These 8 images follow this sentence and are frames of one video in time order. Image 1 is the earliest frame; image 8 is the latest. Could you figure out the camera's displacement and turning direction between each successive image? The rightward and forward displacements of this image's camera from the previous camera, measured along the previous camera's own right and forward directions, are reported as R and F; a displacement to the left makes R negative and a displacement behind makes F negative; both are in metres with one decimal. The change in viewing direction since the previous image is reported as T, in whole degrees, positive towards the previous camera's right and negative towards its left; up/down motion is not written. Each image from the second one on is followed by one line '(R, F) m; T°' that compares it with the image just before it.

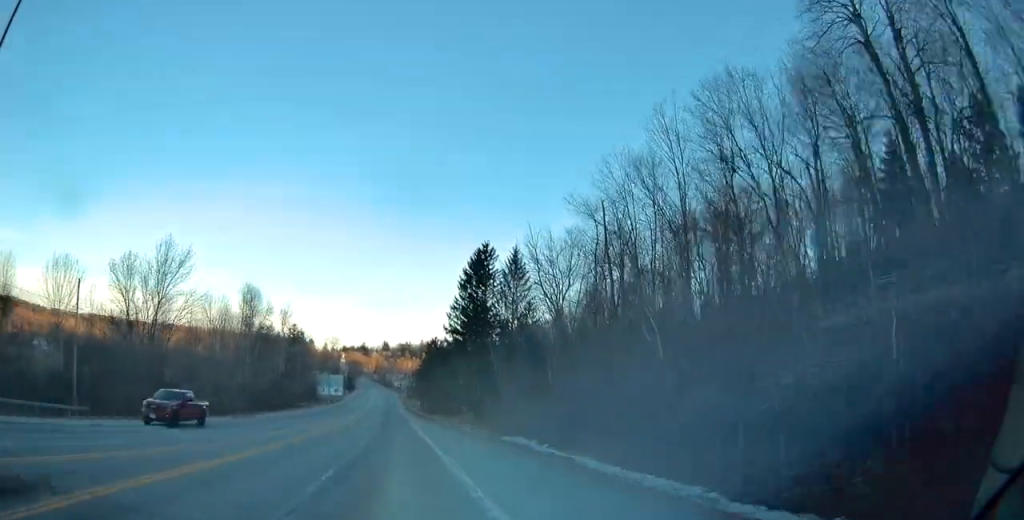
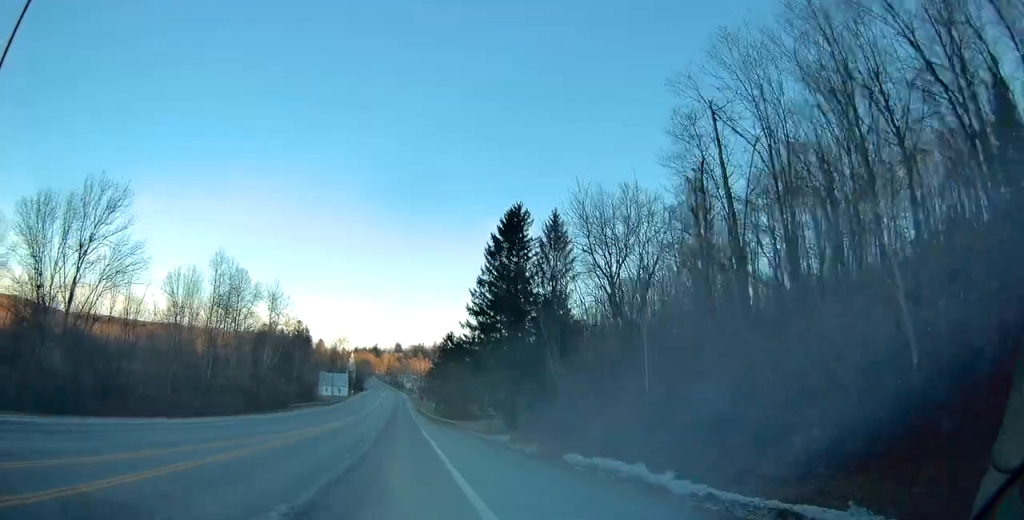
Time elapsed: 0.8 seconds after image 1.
(-0.2, +18.6) m; -2°
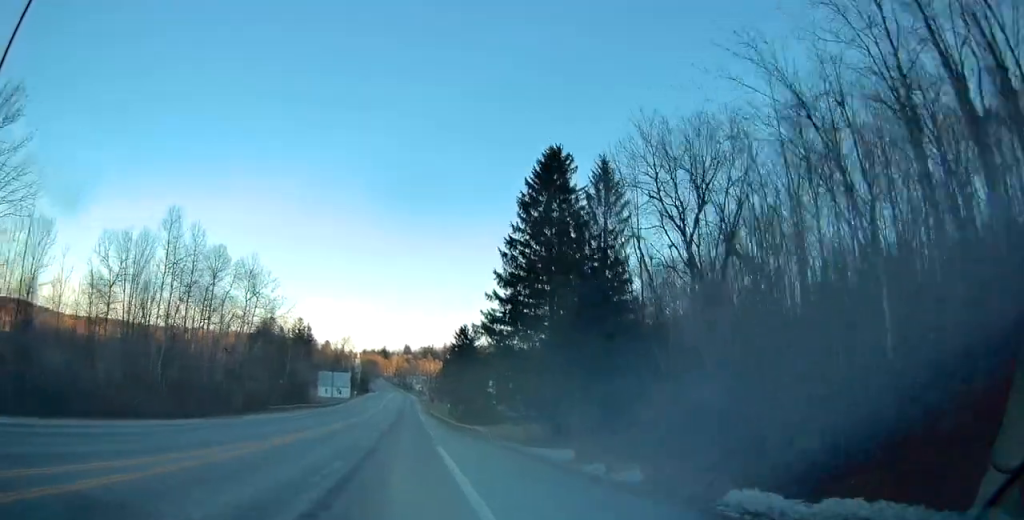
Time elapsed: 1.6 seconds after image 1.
(-0.3, +17.5) m; -1°
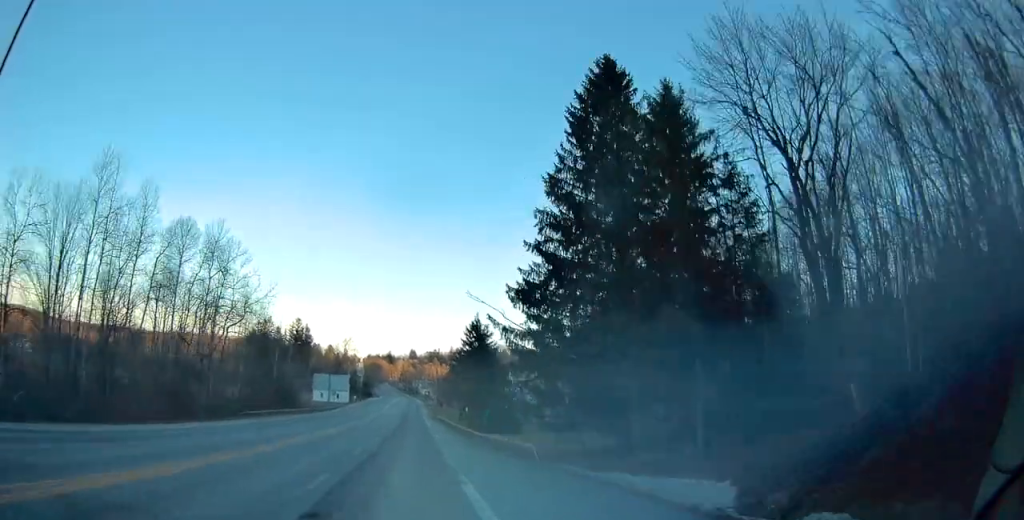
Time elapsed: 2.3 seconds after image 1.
(-0.1, +15.5) m; 0°
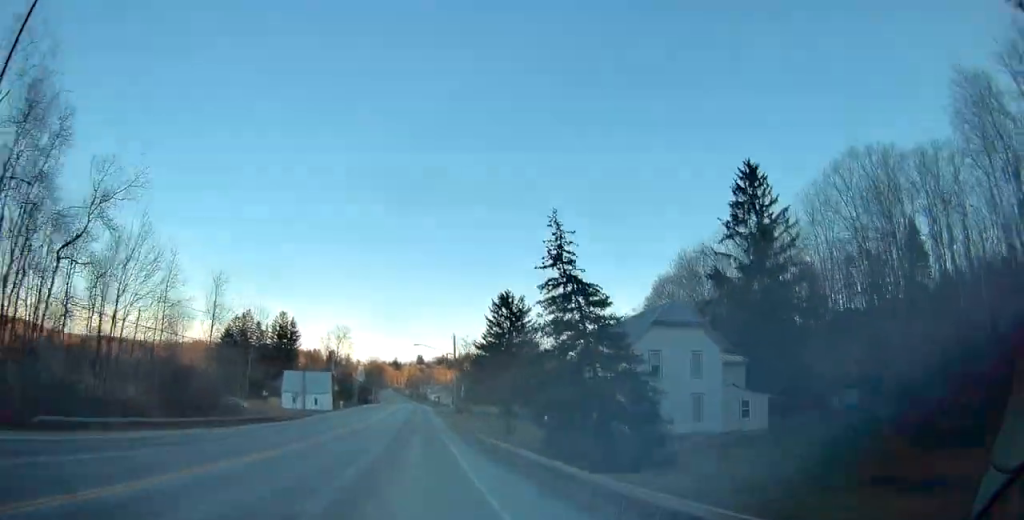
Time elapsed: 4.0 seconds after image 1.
(-0.2, +37.6) m; -2°
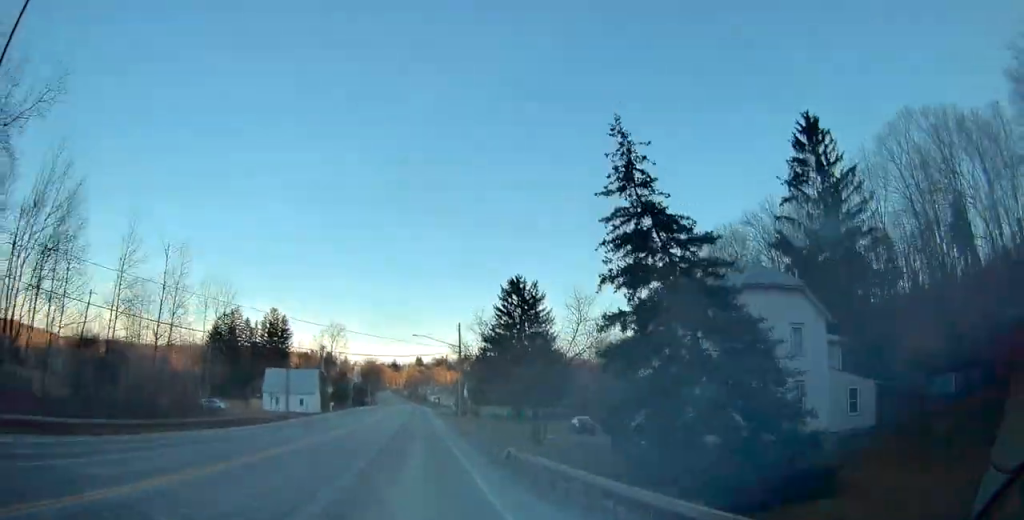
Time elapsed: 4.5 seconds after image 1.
(-0.2, +11.5) m; -1°
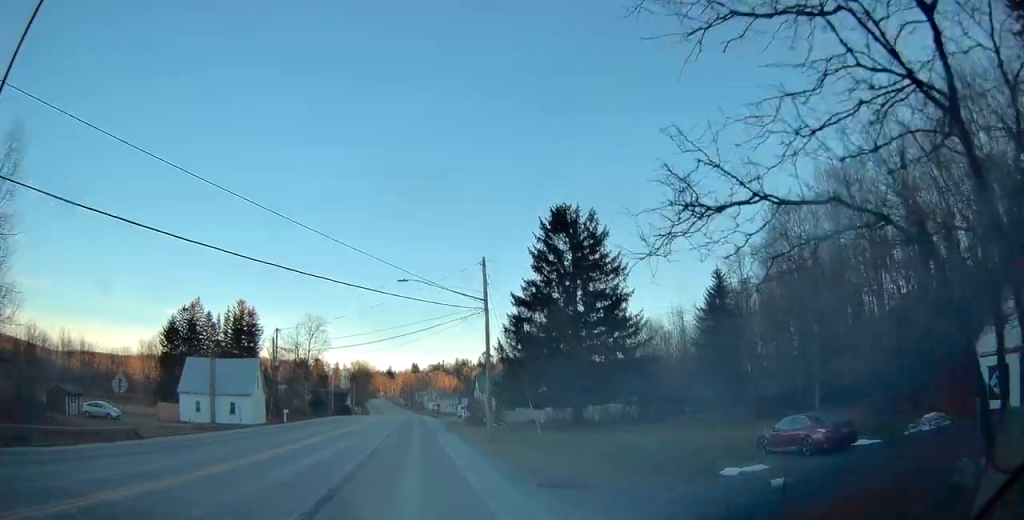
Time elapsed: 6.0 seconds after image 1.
(+0.3, +30.8) m; +1°
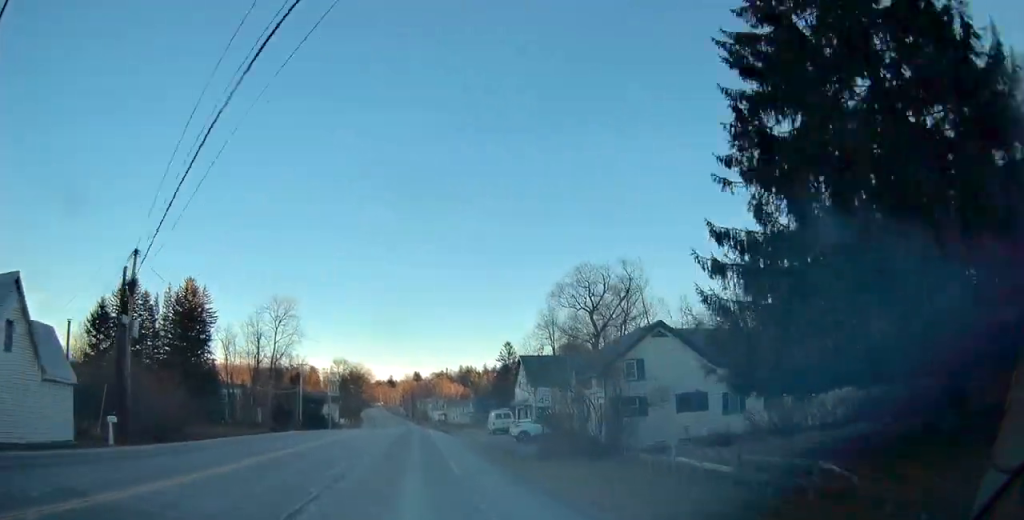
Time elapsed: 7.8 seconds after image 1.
(-0.1, +38.7) m; -1°
